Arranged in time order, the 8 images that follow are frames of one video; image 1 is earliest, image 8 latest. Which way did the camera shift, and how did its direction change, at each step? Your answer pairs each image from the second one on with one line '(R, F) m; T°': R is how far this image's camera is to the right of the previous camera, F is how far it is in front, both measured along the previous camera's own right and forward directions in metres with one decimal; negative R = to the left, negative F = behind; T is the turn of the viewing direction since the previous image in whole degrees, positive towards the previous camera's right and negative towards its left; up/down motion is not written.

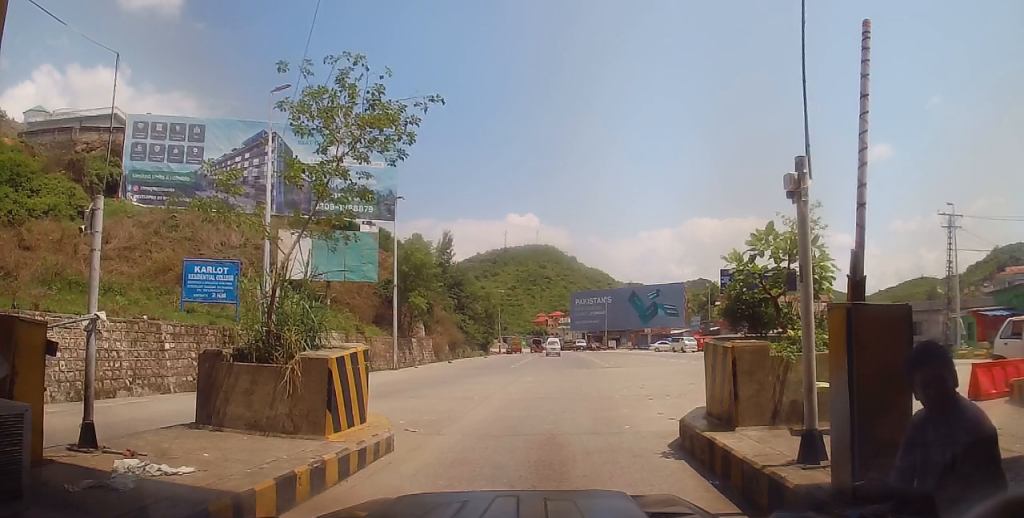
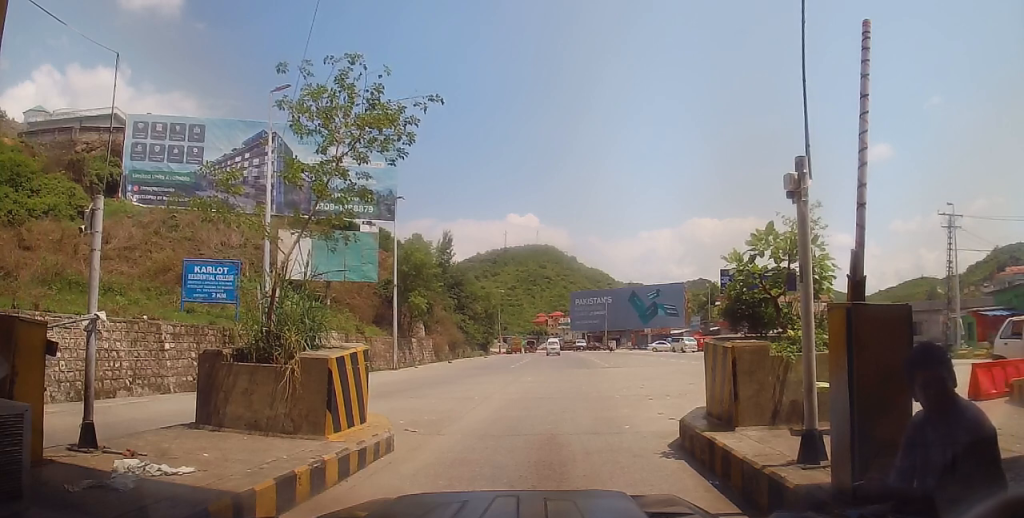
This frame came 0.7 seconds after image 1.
(0.0, 0.0) m; 0°
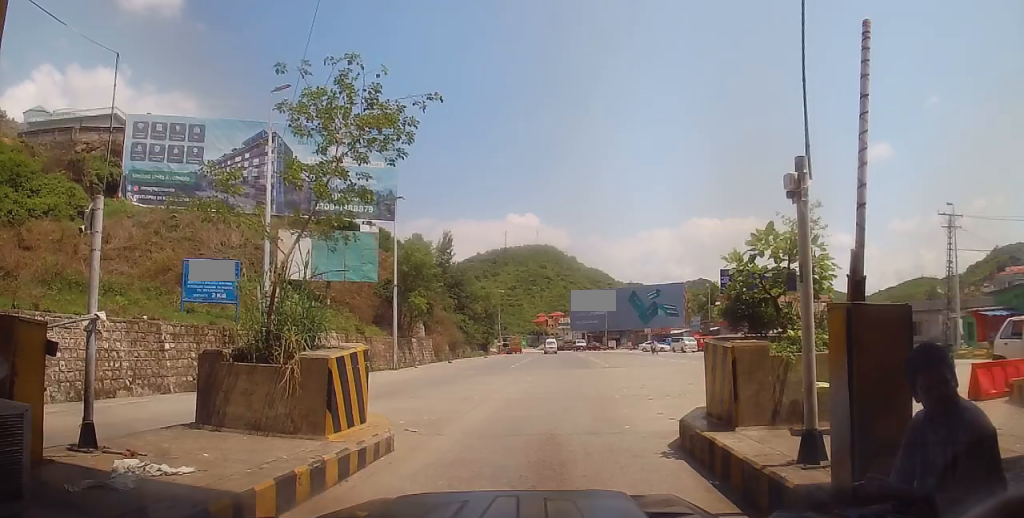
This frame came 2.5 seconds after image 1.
(0.0, 0.0) m; 0°
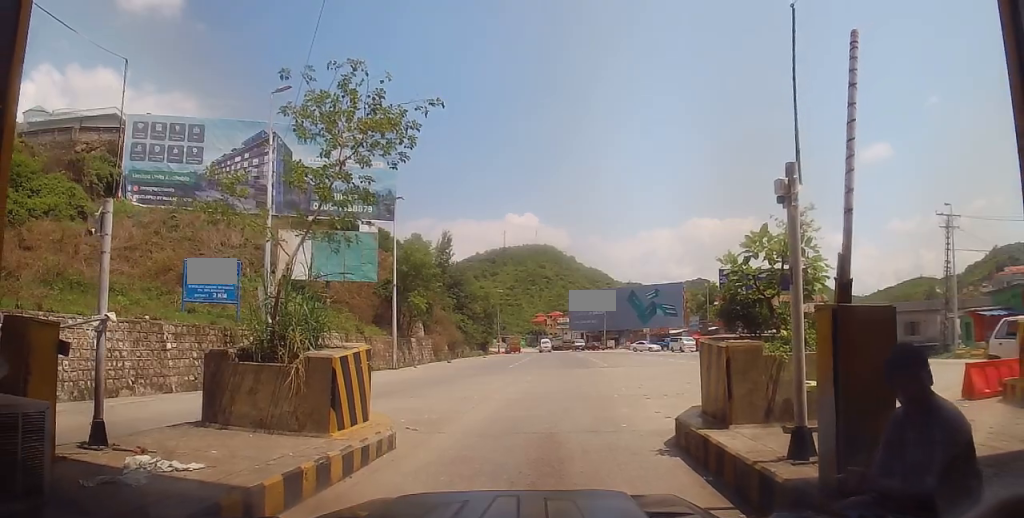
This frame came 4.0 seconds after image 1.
(0.0, 0.0) m; 0°
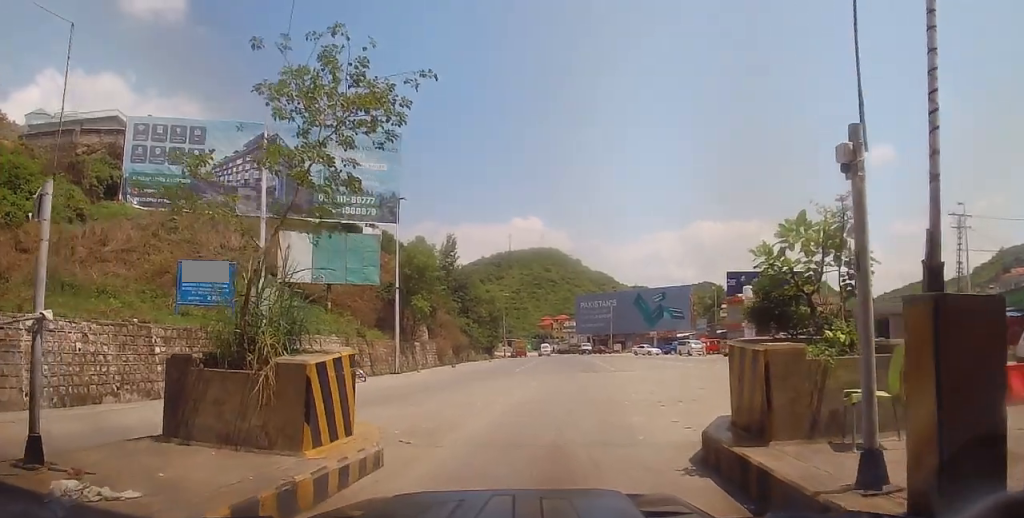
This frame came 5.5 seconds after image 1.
(+0.1, +0.6) m; 0°
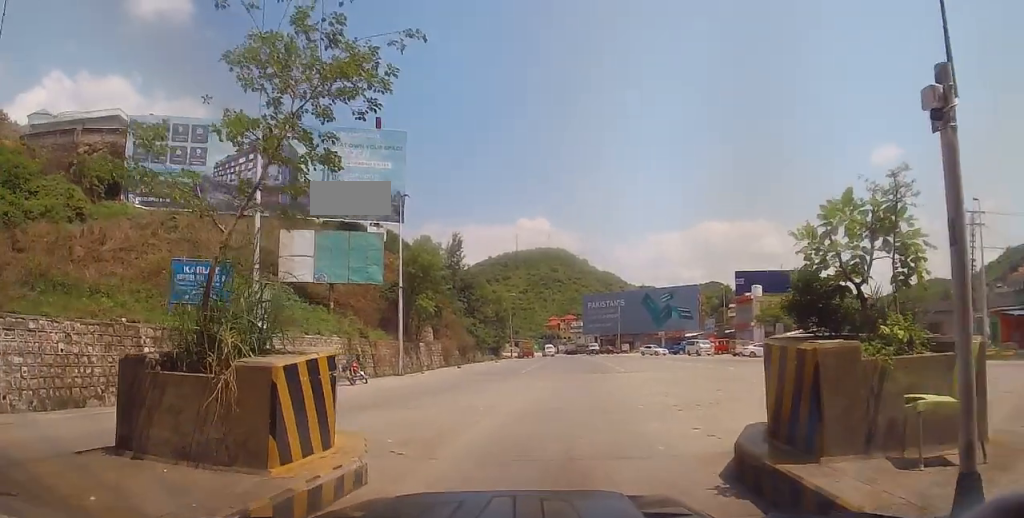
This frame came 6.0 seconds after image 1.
(+0.1, +0.7) m; 0°
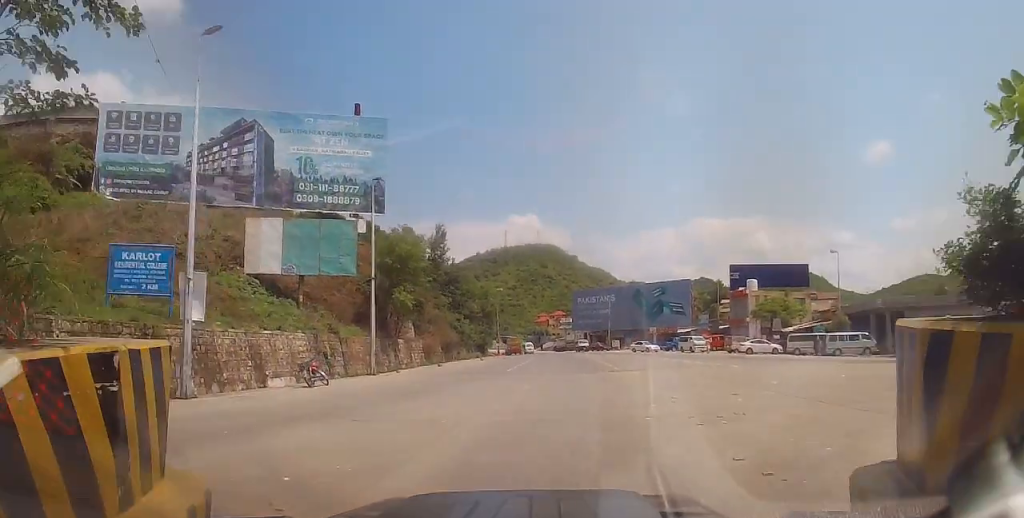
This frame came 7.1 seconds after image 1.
(0.0, +2.2) m; +3°
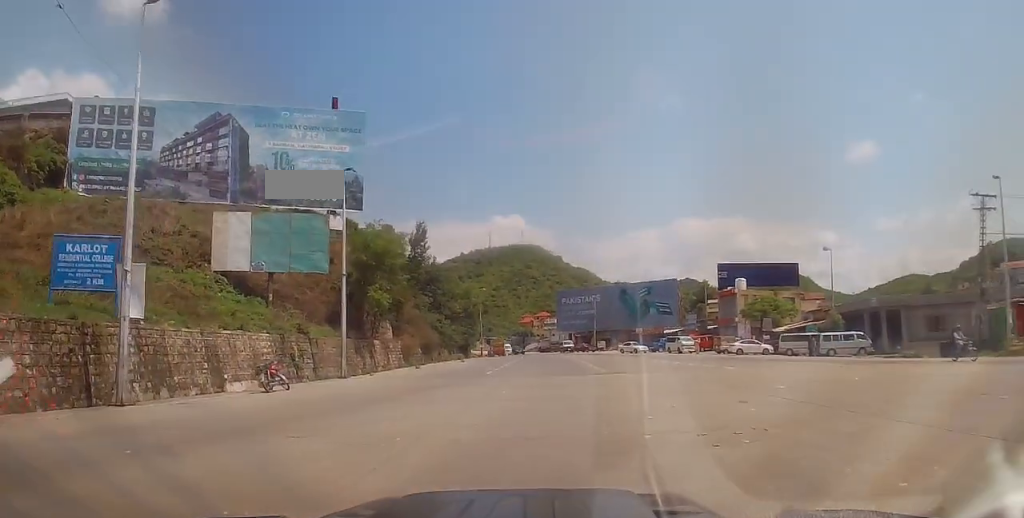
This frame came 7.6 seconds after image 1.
(-0.2, +1.5) m; +3°
